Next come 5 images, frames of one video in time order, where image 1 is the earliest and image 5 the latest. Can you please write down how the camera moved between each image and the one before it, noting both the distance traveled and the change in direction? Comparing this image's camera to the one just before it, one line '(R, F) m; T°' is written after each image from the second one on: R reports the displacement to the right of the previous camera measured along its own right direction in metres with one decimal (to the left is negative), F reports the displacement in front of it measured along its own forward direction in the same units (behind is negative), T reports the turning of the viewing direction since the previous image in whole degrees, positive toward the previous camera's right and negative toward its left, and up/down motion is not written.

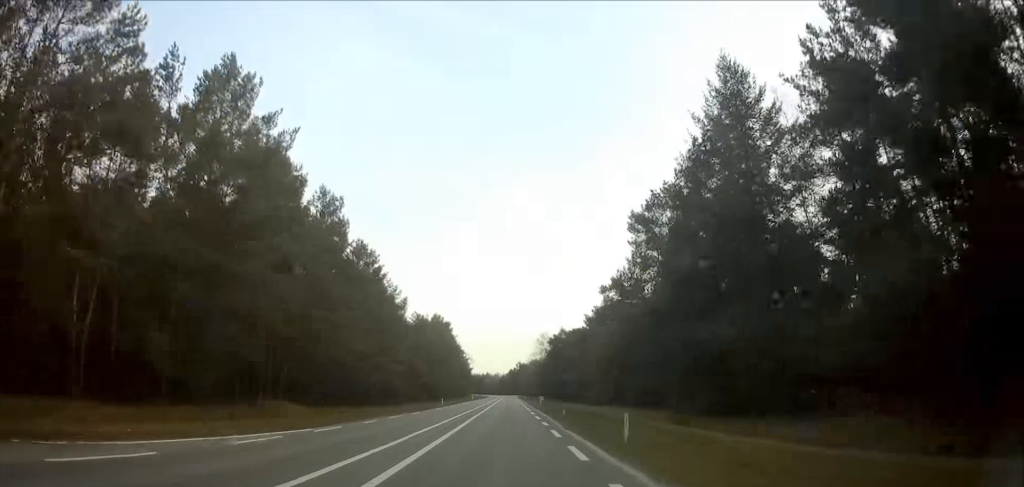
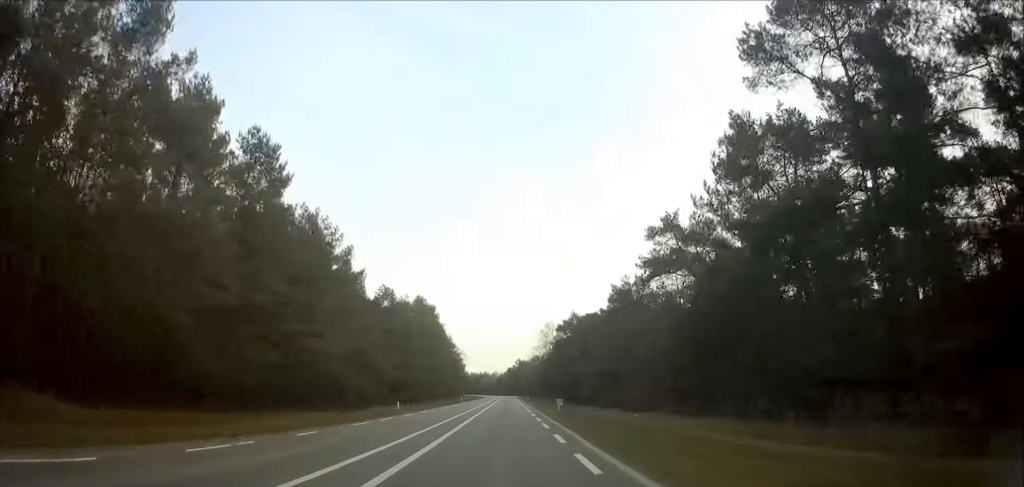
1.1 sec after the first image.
(0.0, +25.3) m; 0°
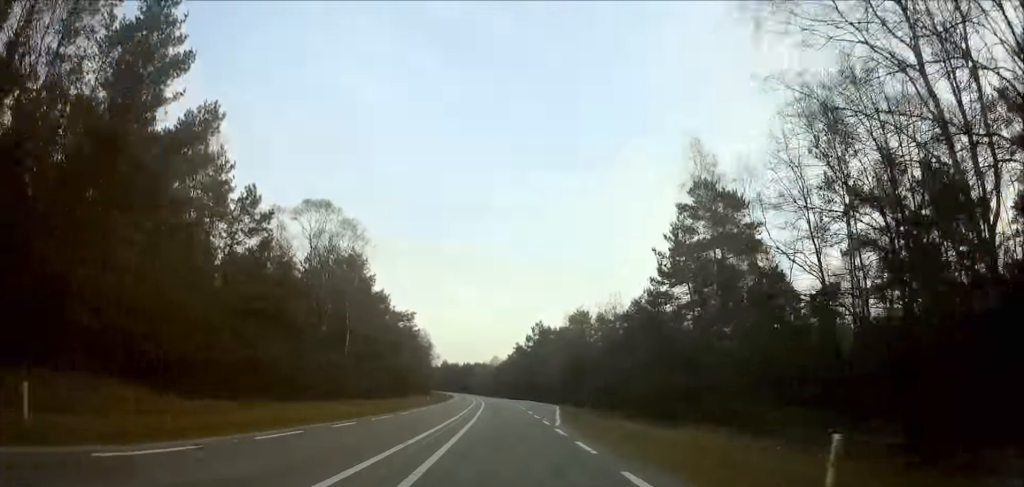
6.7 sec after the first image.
(-0.6, +131.5) m; -1°
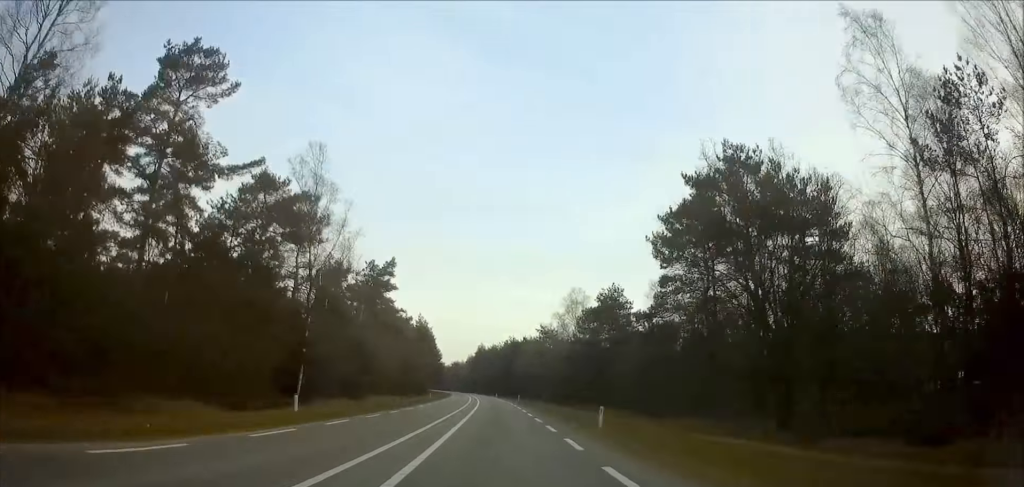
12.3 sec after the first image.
(-4.4, +133.6) m; -4°
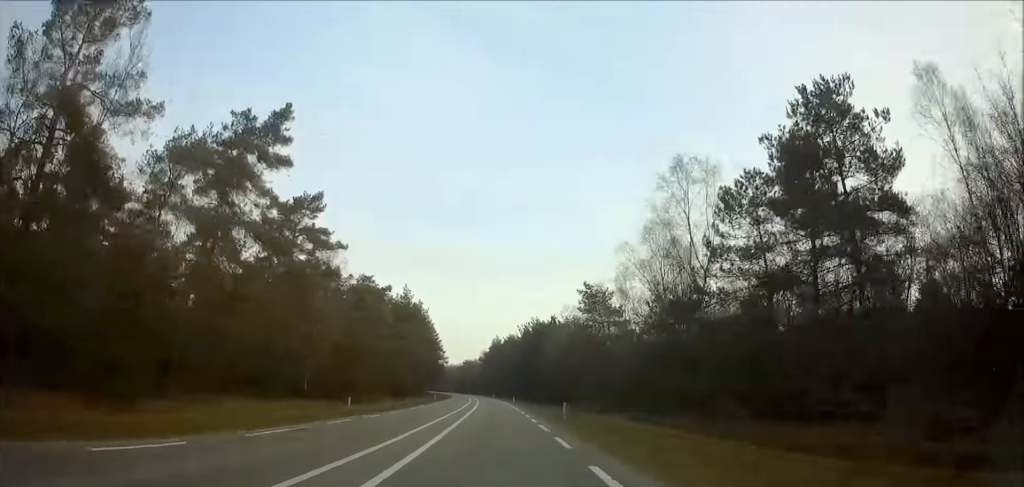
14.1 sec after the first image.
(-0.3, +41.6) m; -1°
